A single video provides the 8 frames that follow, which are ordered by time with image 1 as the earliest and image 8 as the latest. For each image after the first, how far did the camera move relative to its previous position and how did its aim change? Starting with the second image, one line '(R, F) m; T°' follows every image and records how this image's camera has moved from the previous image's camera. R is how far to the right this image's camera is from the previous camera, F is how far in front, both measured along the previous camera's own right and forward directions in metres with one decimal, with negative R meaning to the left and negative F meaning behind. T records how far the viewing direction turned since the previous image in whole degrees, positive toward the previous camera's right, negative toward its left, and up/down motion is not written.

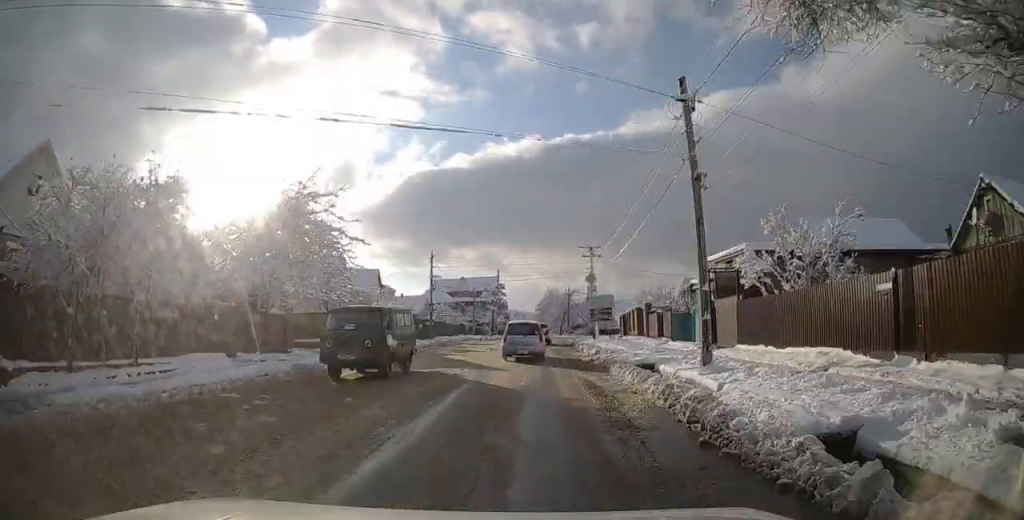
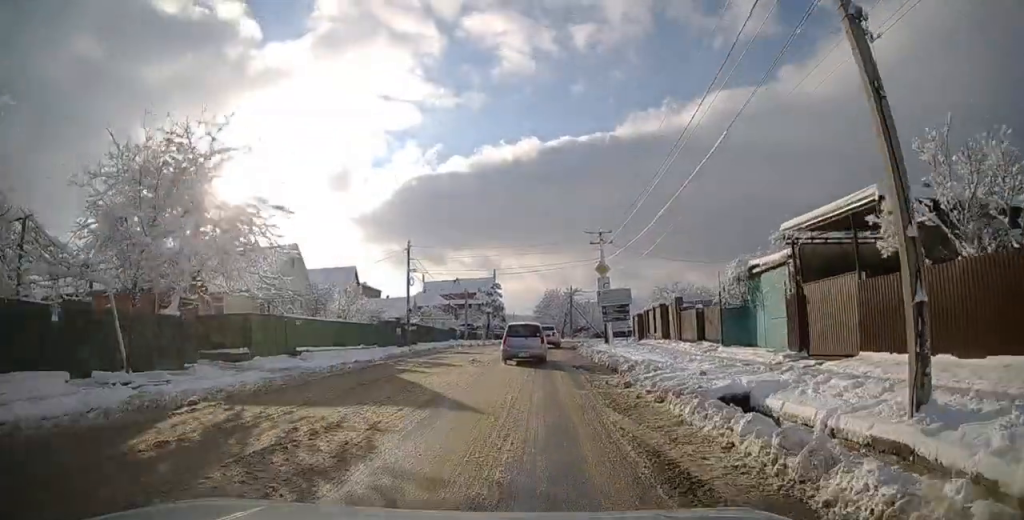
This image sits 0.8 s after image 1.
(-0.2, +8.1) m; -2°
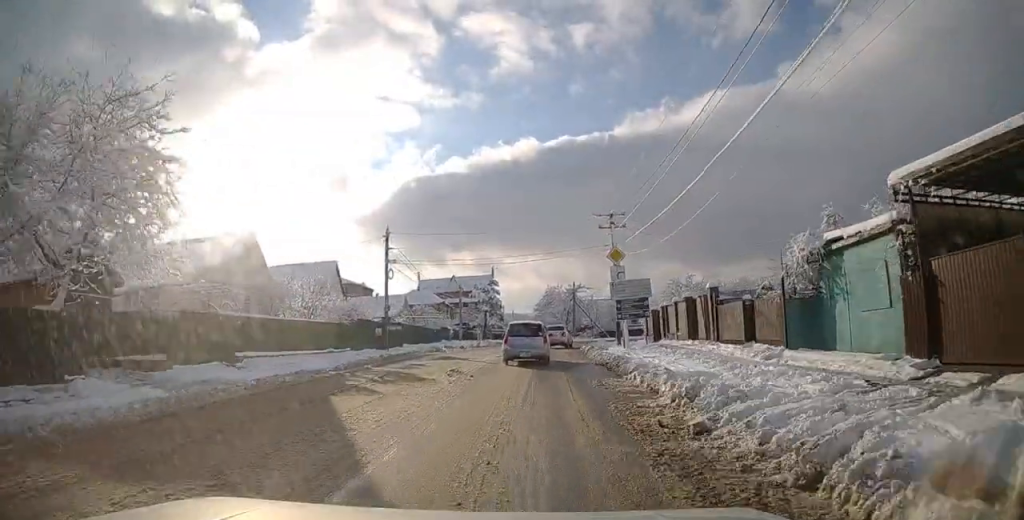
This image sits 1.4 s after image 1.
(-0.3, +5.7) m; 0°
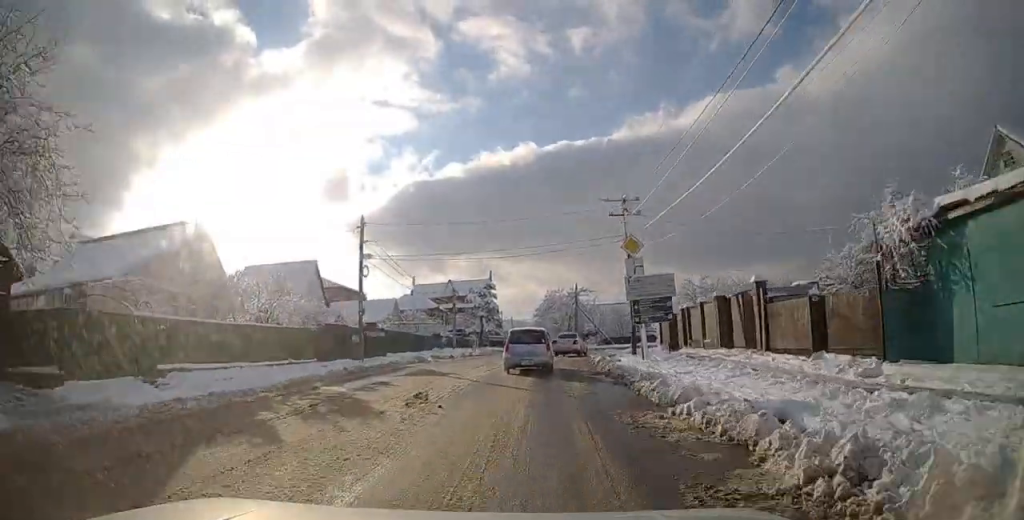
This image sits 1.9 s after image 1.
(+0.1, +4.8) m; +1°
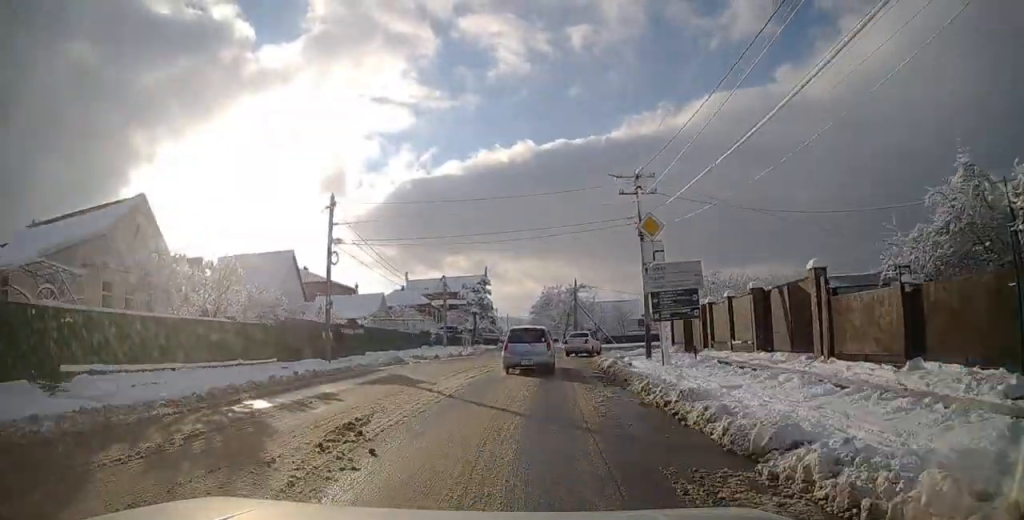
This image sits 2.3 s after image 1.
(+0.2, +4.1) m; +1°
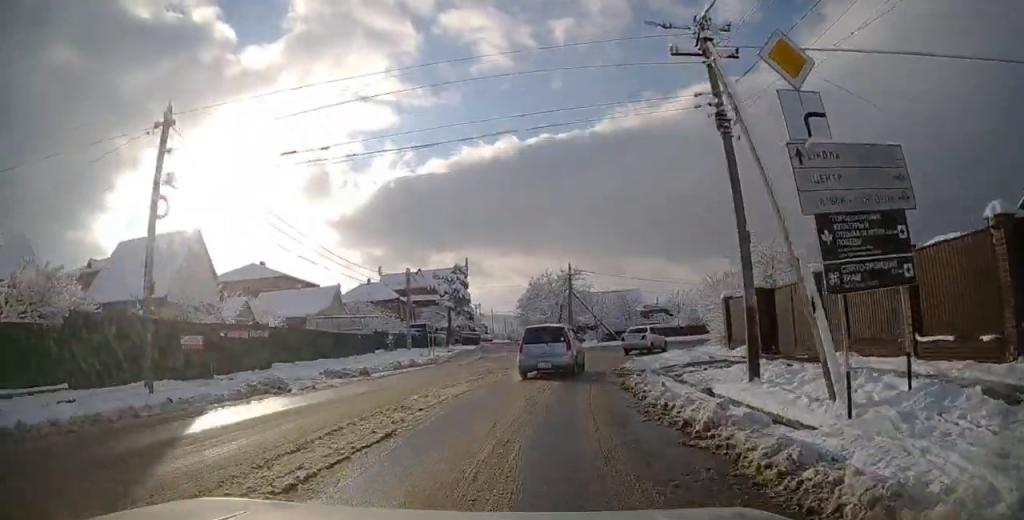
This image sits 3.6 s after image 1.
(-0.1, +11.9) m; 0°
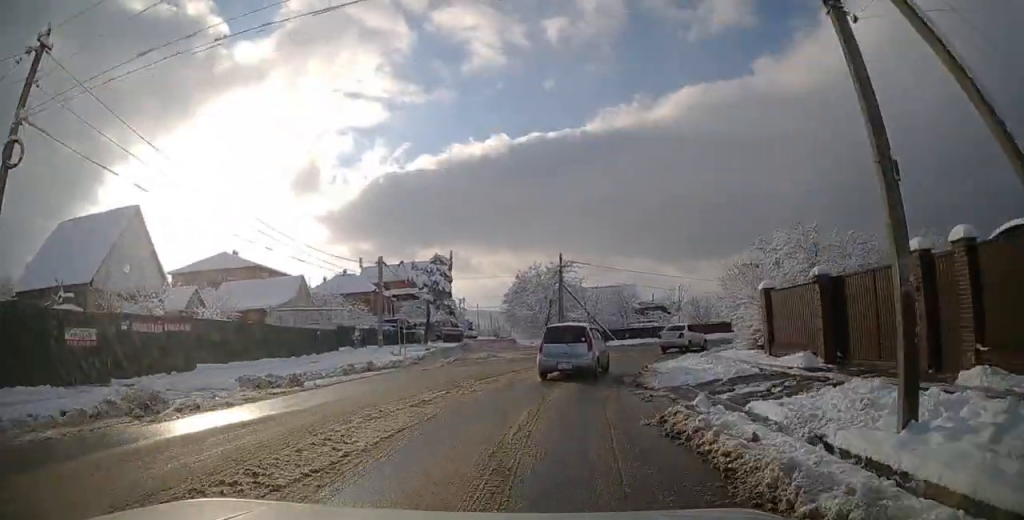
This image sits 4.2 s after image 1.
(+0.2, +5.4) m; -1°
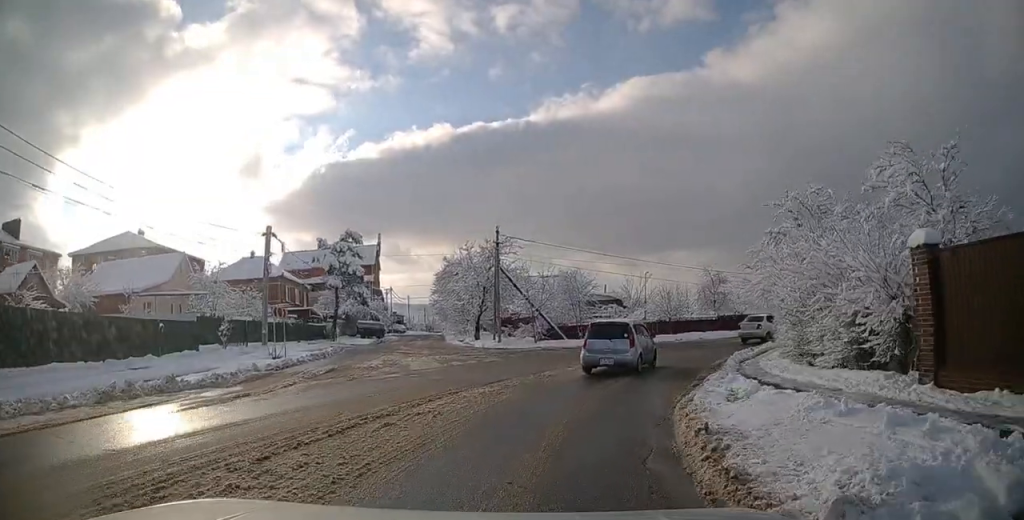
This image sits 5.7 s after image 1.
(-0.3, +11.7) m; +3°
